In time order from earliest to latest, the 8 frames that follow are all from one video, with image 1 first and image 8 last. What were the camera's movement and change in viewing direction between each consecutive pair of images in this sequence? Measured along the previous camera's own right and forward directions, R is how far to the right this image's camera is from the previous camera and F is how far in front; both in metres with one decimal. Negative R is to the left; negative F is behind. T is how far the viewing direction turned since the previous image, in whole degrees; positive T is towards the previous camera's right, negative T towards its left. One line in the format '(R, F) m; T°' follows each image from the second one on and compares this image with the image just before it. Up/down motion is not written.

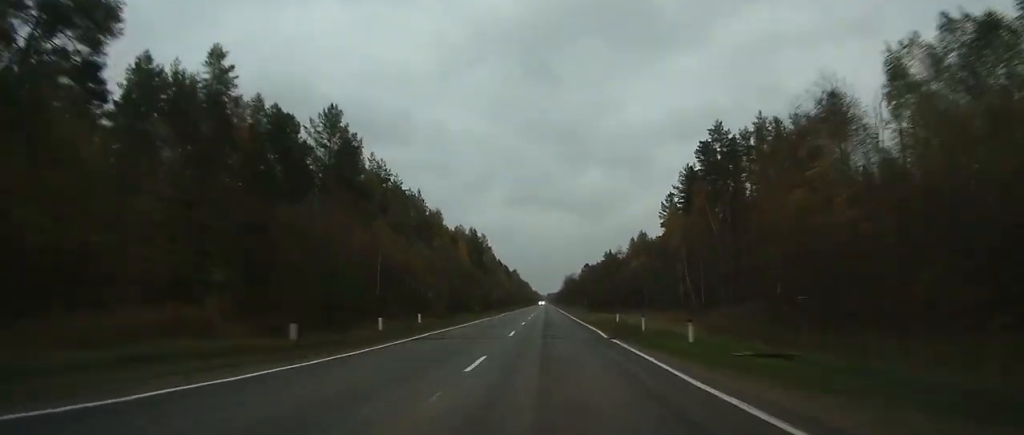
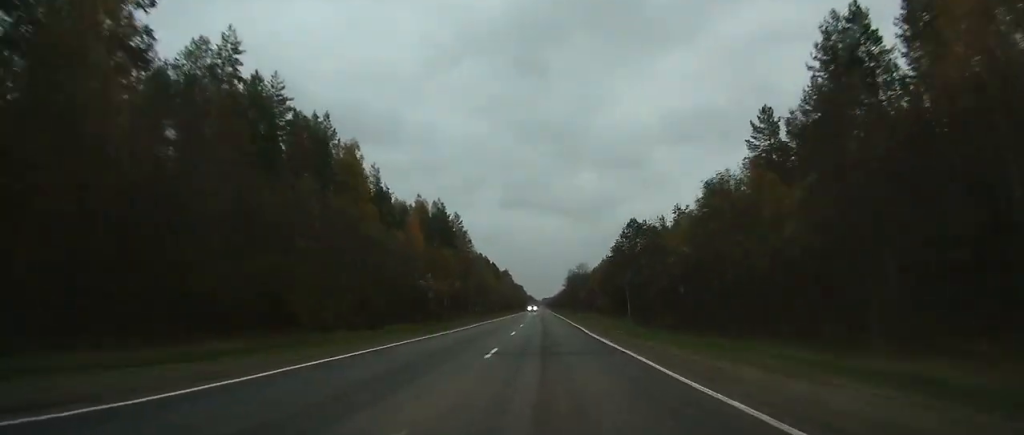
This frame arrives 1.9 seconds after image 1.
(0.0, +59.2) m; 0°
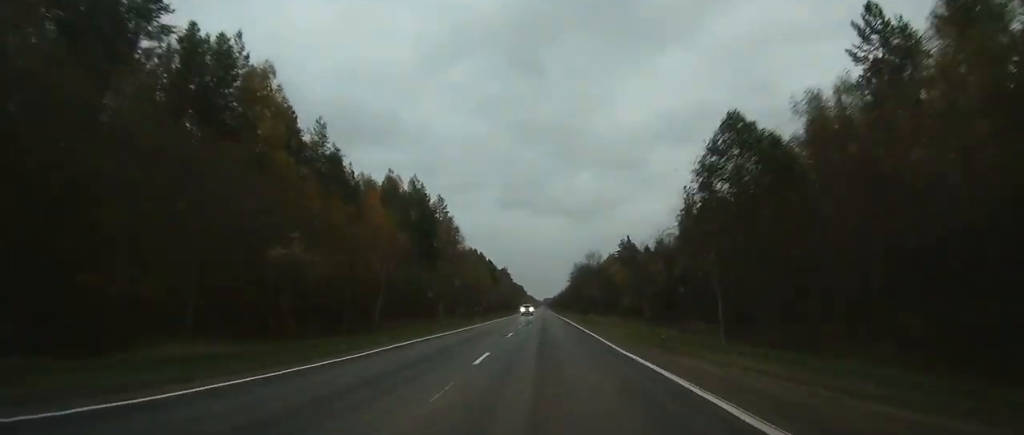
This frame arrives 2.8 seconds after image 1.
(+0.1, +26.6) m; 0°
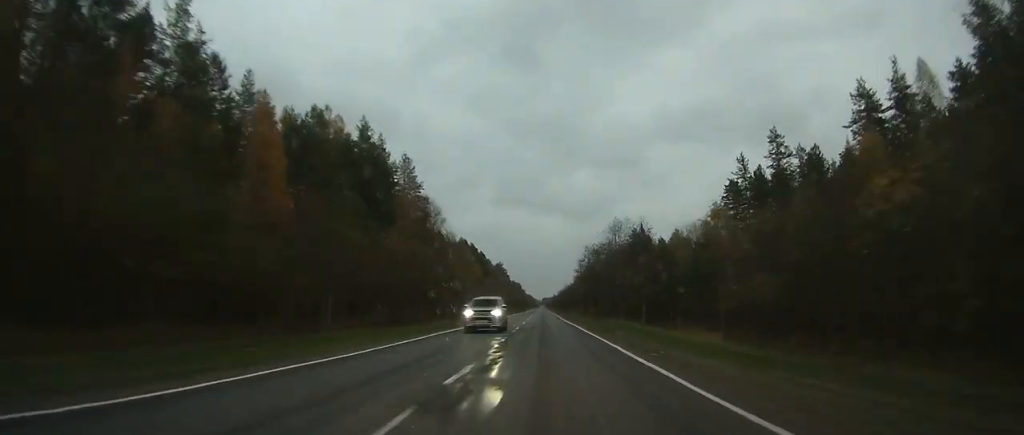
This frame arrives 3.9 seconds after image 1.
(0.0, +34.8) m; 0°
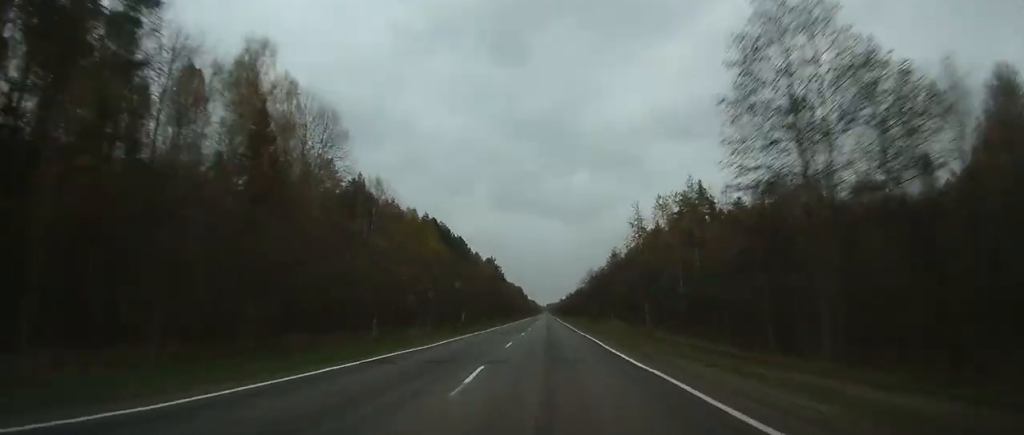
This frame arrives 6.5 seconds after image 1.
(+0.5, +74.5) m; 0°
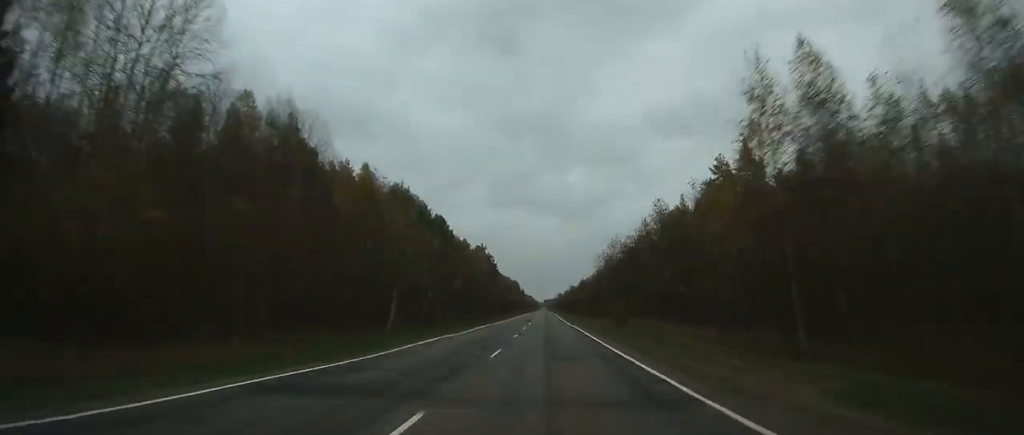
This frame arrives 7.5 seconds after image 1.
(-0.2, +30.1) m; 0°
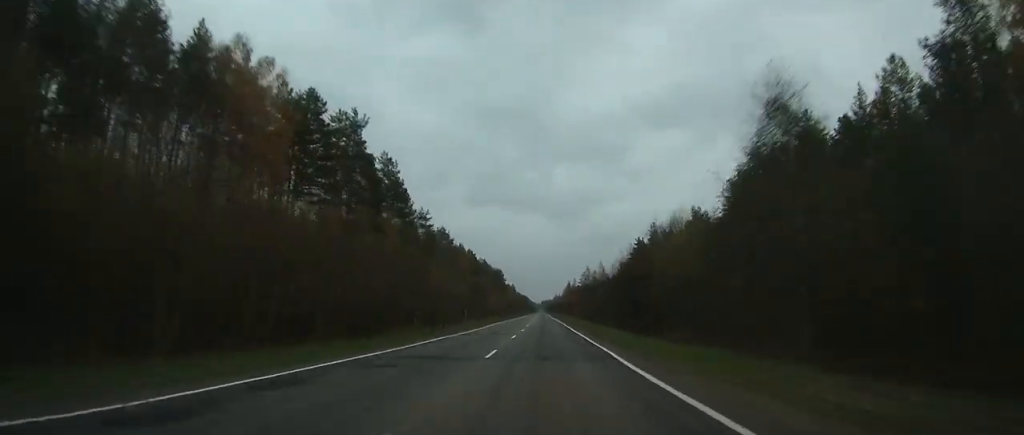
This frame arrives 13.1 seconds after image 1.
(-1.1, +164.1) m; 0°
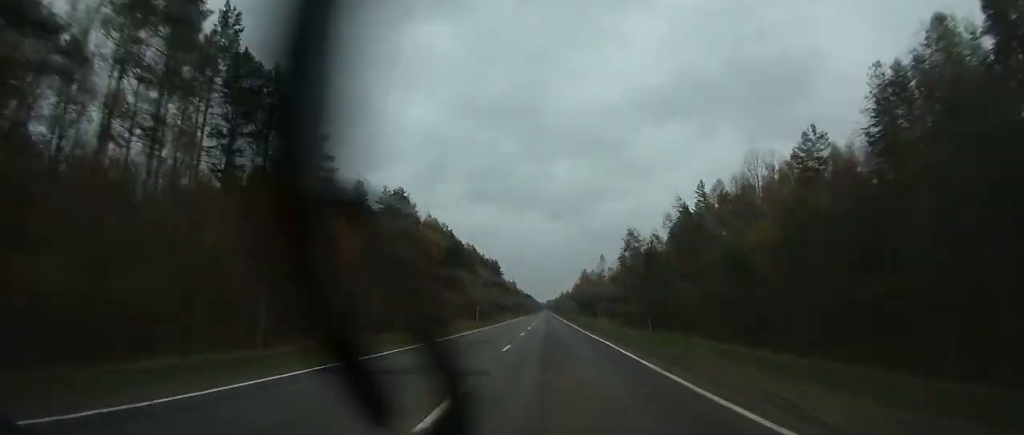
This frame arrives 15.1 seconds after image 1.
(+0.1, +59.8) m; 0°
